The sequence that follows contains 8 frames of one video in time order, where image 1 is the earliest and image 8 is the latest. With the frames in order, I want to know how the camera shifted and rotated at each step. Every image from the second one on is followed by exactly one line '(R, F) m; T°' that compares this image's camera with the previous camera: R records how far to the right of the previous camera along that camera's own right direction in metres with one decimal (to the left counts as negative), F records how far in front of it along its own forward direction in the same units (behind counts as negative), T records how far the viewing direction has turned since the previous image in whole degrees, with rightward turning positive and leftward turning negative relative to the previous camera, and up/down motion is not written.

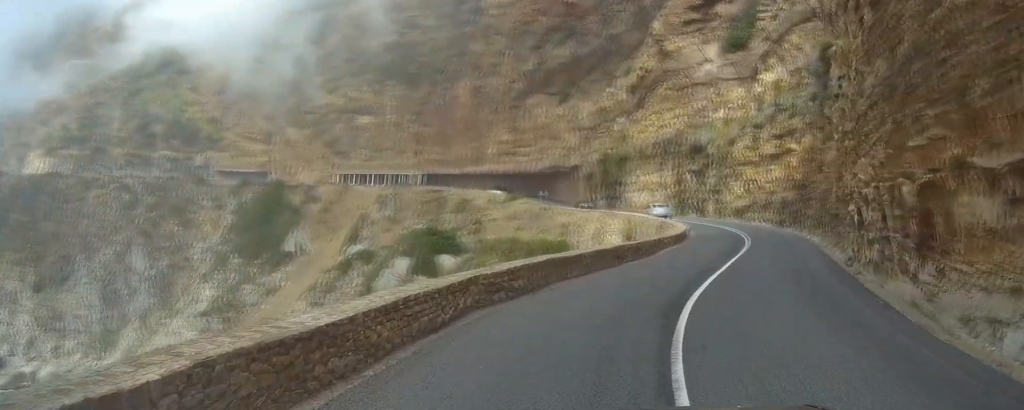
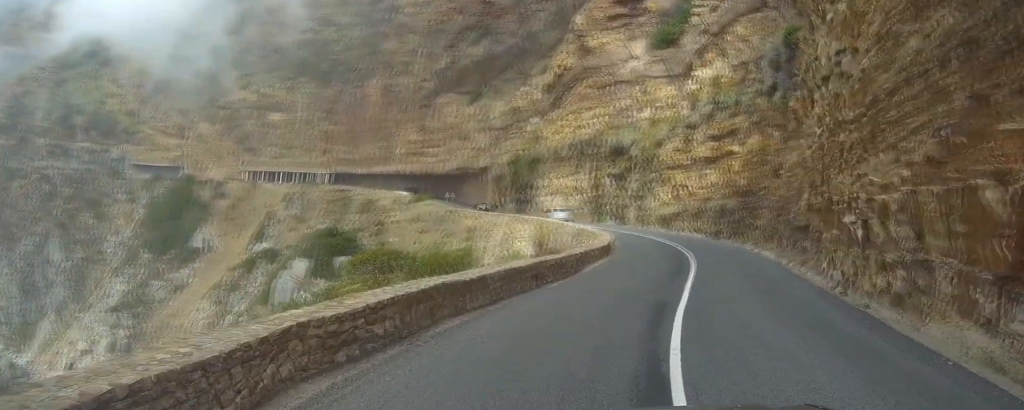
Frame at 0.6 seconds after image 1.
(+0.1, +5.2) m; +4°
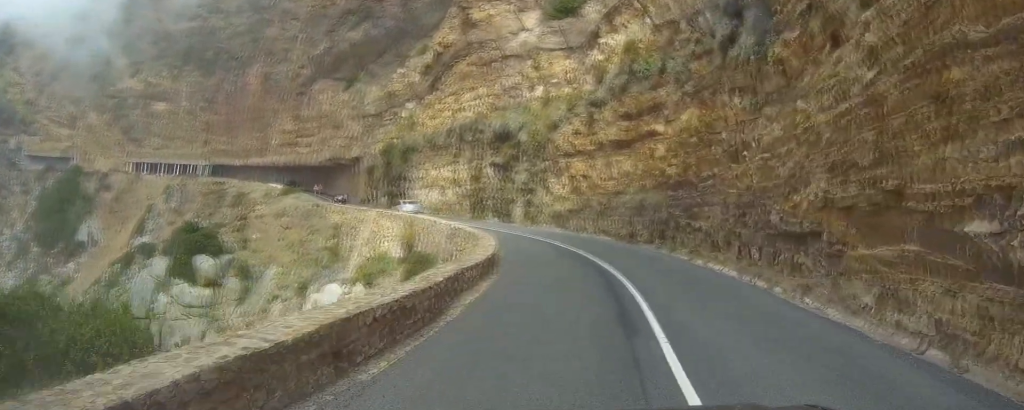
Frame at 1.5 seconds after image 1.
(+0.6, +8.5) m; +9°
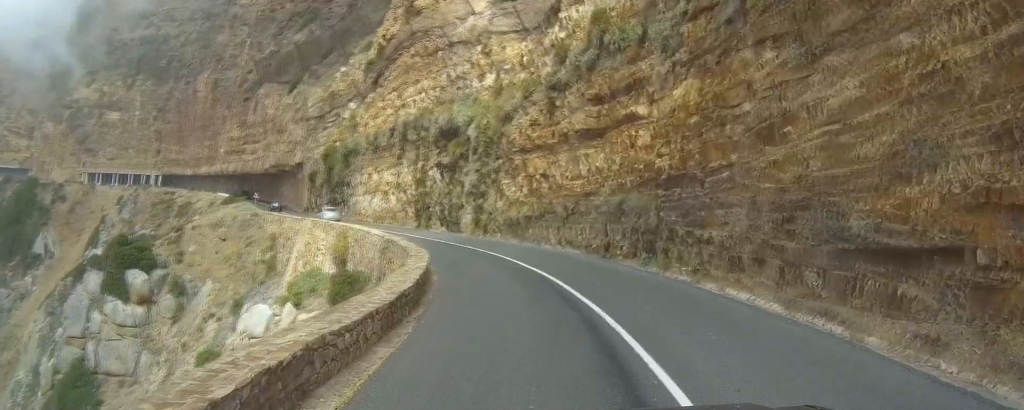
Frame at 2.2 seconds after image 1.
(+0.4, +6.3) m; +6°
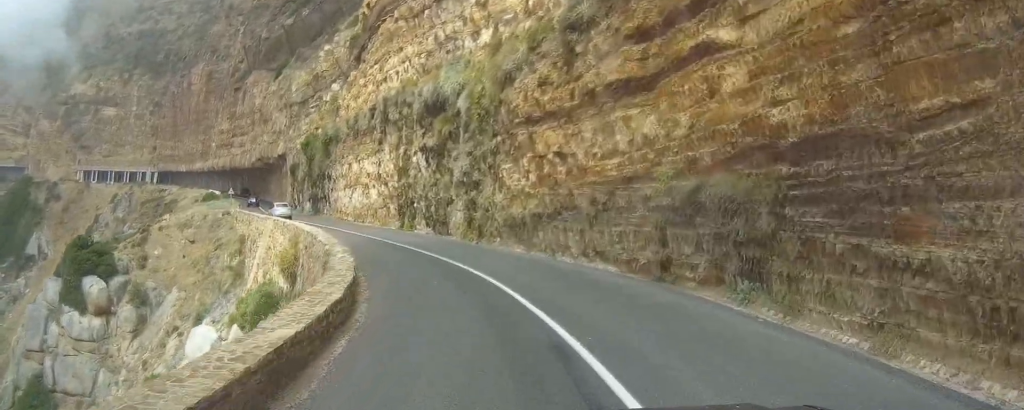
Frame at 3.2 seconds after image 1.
(+0.7, +9.4) m; +6°
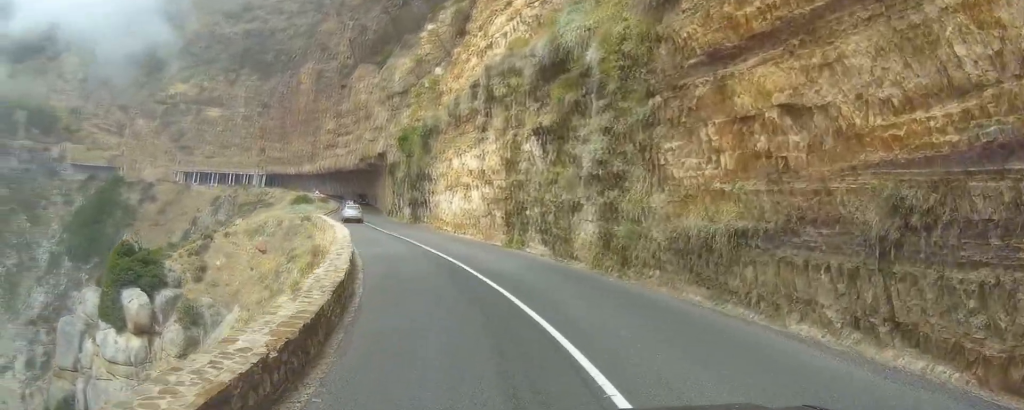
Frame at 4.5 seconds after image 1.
(+0.4, +11.3) m; 0°
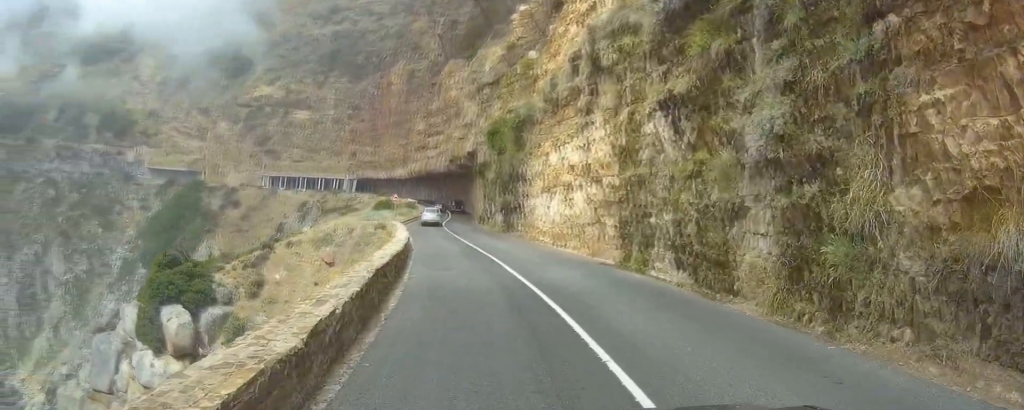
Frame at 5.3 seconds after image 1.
(-0.2, +7.7) m; -4°
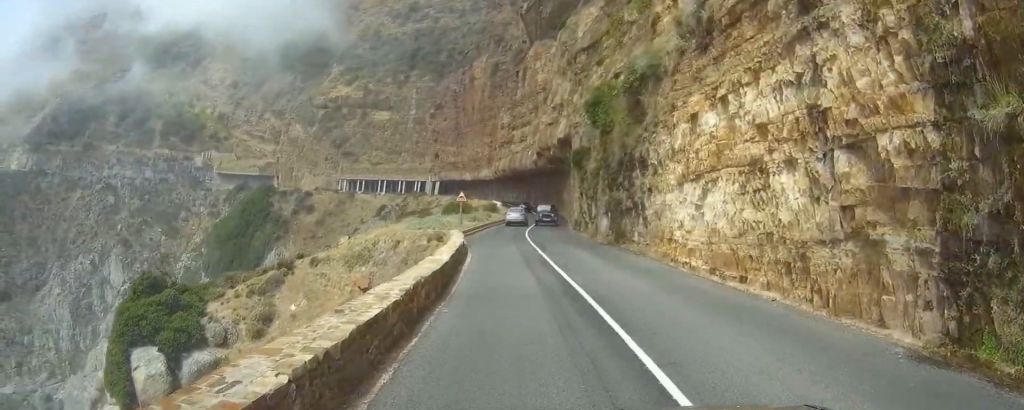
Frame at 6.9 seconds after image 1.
(-0.8, +15.3) m; -5°
